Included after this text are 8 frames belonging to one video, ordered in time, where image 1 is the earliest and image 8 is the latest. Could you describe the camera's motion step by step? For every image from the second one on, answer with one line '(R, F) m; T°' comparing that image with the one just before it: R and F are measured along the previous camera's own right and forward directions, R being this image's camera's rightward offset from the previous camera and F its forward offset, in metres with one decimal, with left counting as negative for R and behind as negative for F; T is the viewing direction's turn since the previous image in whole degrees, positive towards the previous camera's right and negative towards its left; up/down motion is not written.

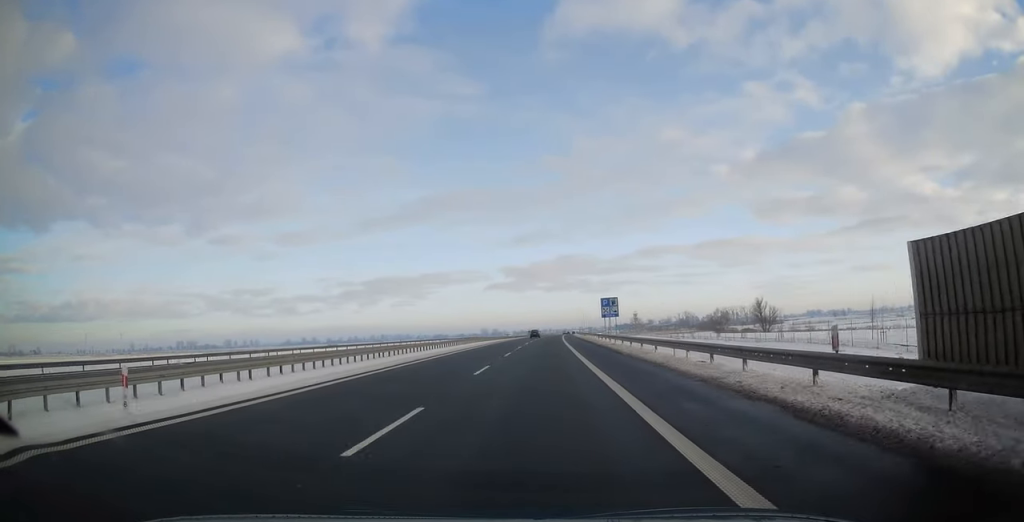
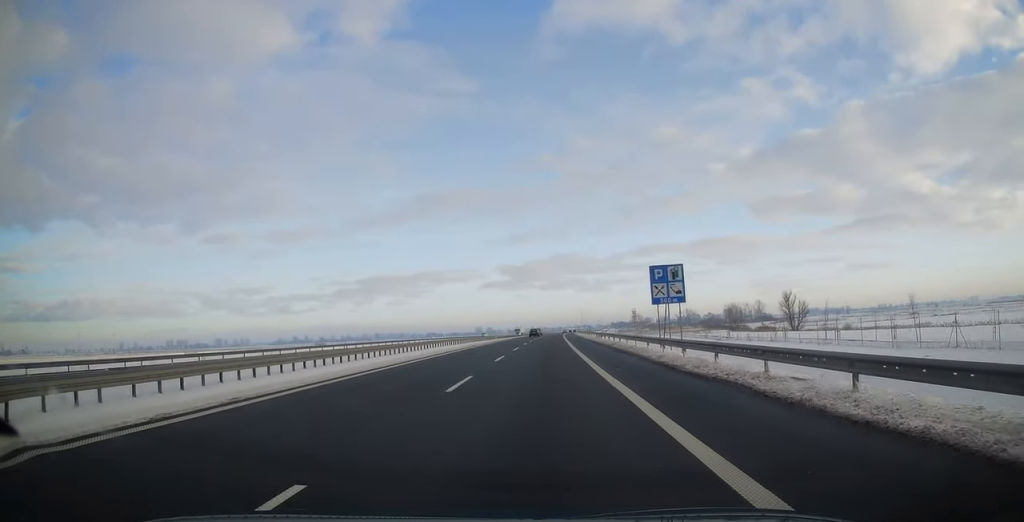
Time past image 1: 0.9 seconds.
(-0.3, +29.8) m; 0°
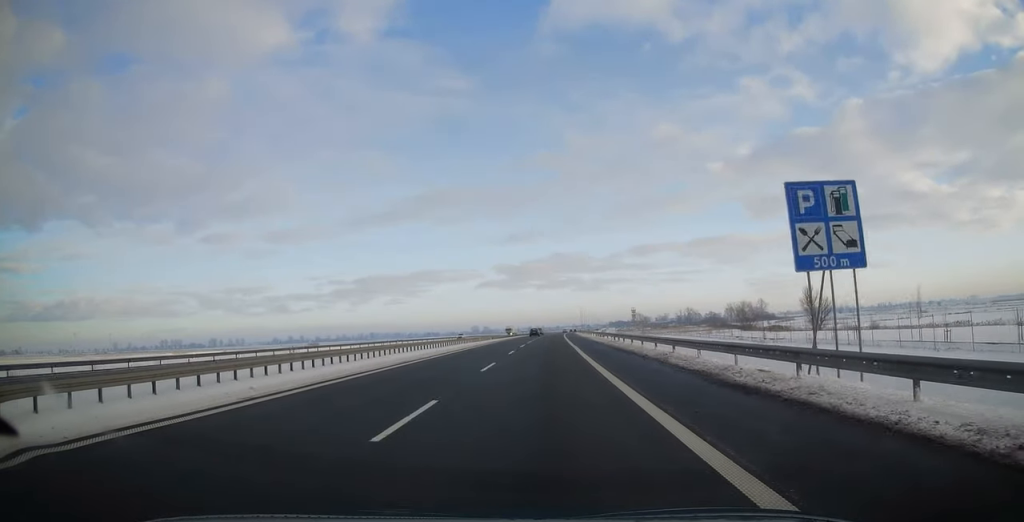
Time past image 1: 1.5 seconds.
(+0.1, +17.8) m; 0°
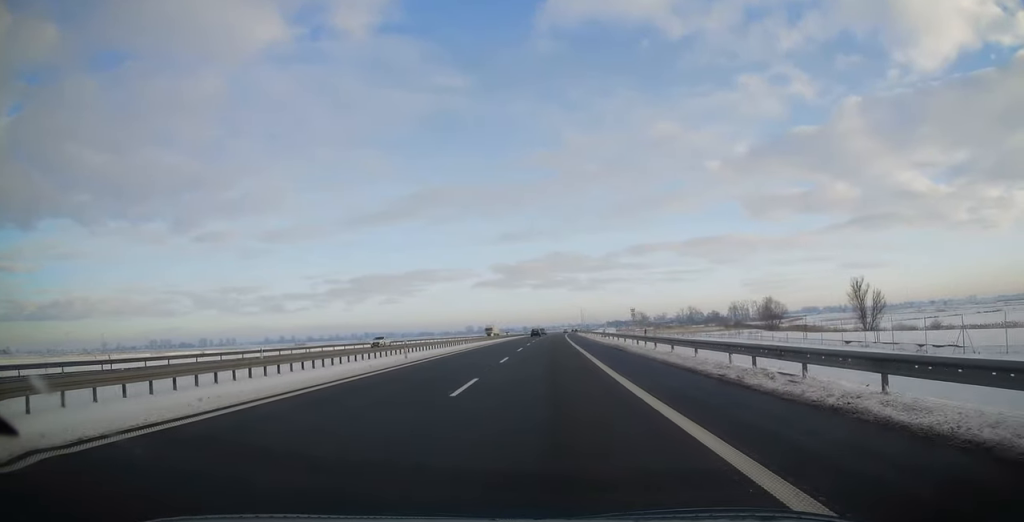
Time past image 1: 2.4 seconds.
(+0.3, +31.1) m; +1°
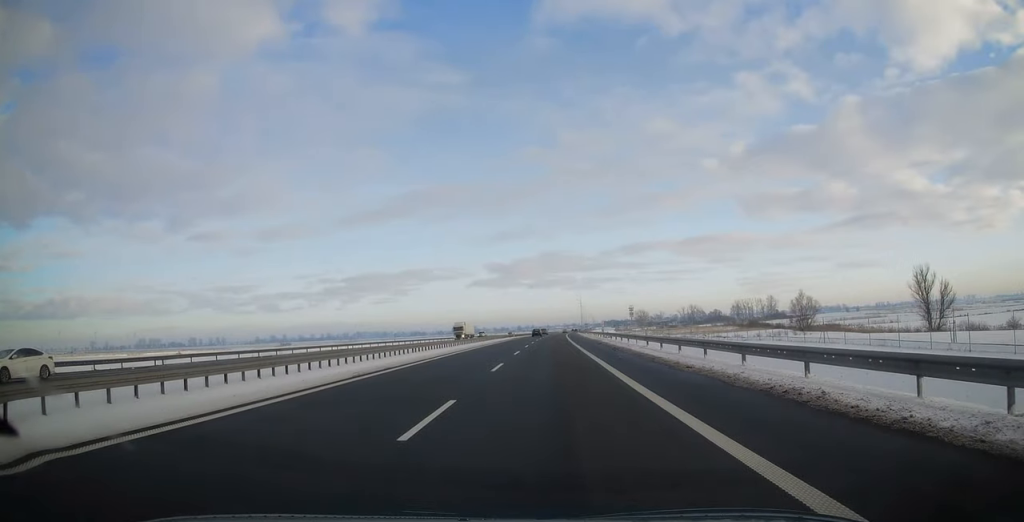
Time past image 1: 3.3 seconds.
(+0.1, +28.9) m; +1°
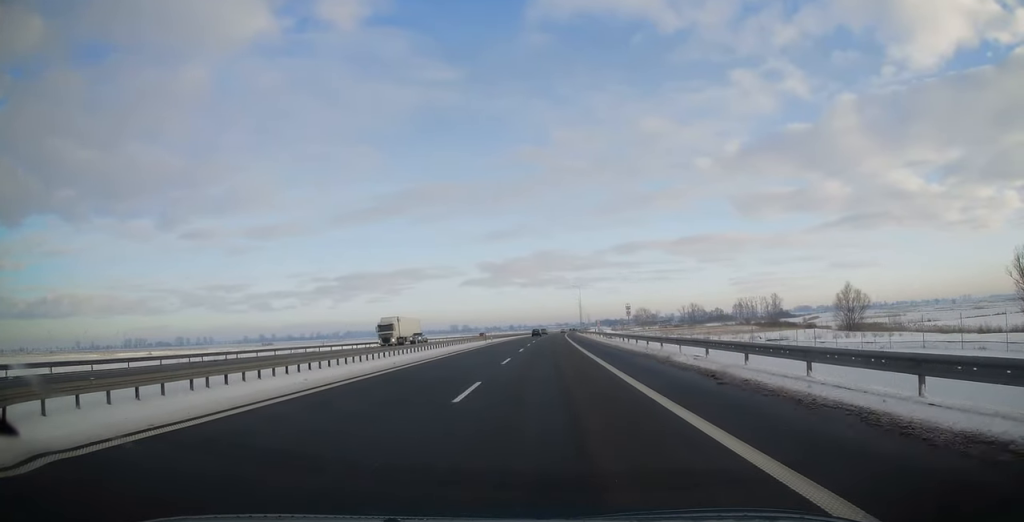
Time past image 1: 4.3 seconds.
(+0.2, +32.0) m; +1°
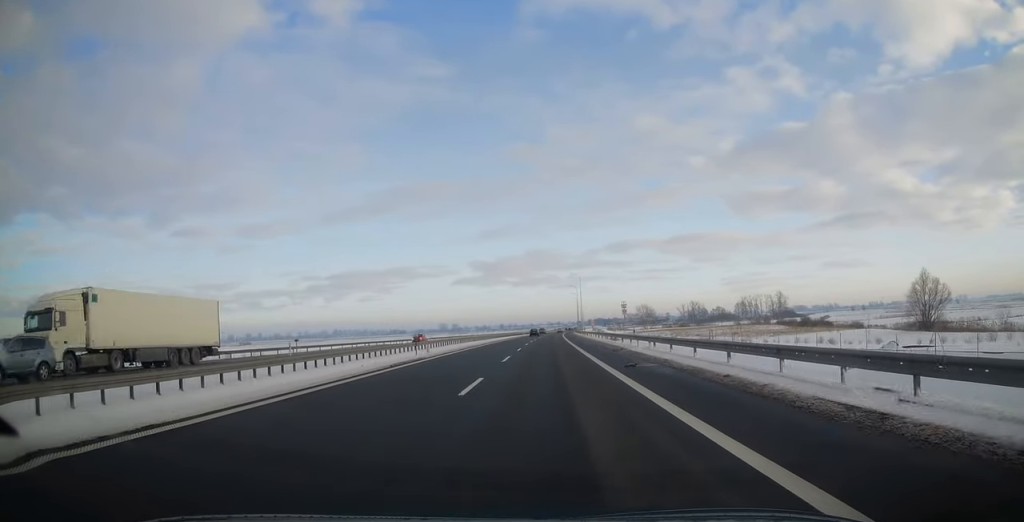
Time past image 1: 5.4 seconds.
(+0.1, +34.7) m; +1°
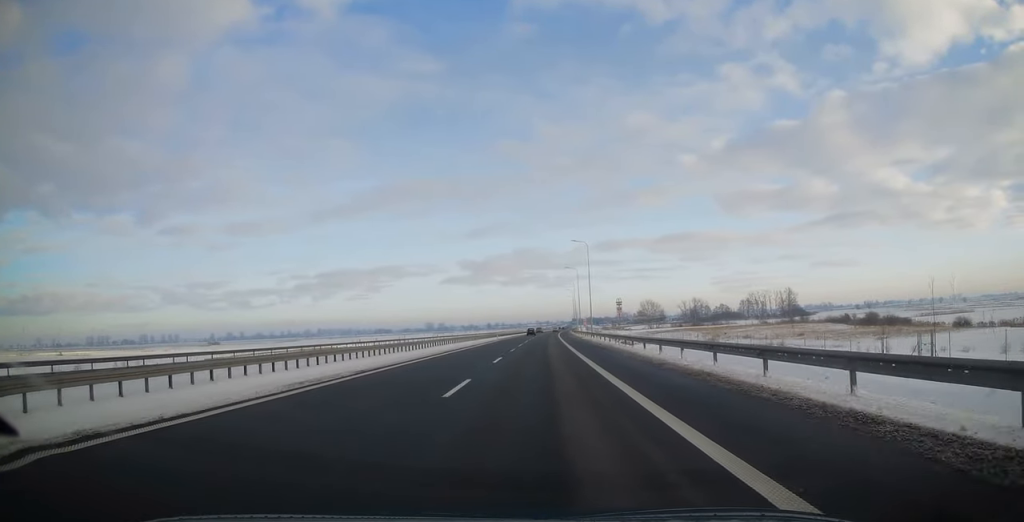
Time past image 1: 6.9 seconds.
(+0.3, +48.0) m; +1°
